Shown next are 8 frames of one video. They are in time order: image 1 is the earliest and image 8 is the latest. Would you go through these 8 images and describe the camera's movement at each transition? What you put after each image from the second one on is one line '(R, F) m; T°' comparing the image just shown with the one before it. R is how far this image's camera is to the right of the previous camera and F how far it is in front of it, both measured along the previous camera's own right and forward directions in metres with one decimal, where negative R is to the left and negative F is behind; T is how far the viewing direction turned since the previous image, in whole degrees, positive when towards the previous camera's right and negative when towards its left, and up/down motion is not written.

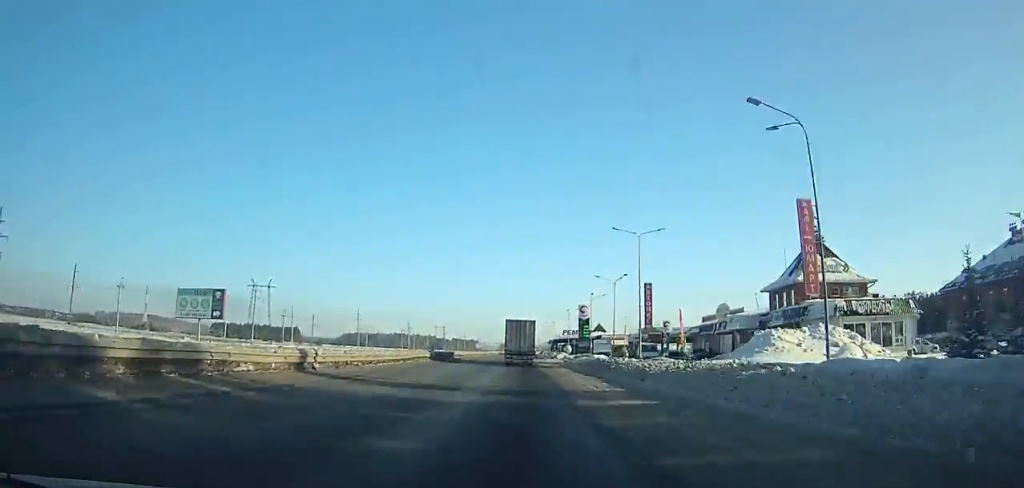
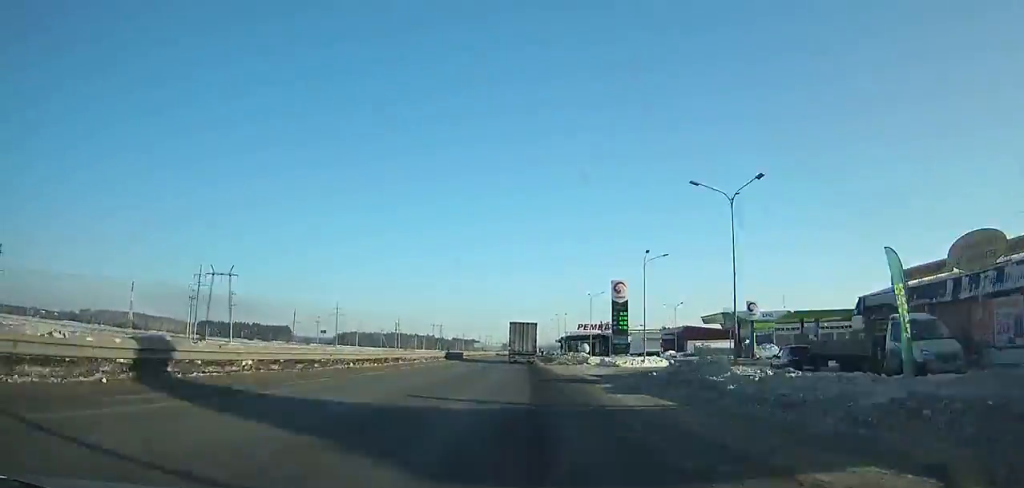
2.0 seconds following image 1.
(0.0, +39.7) m; 0°
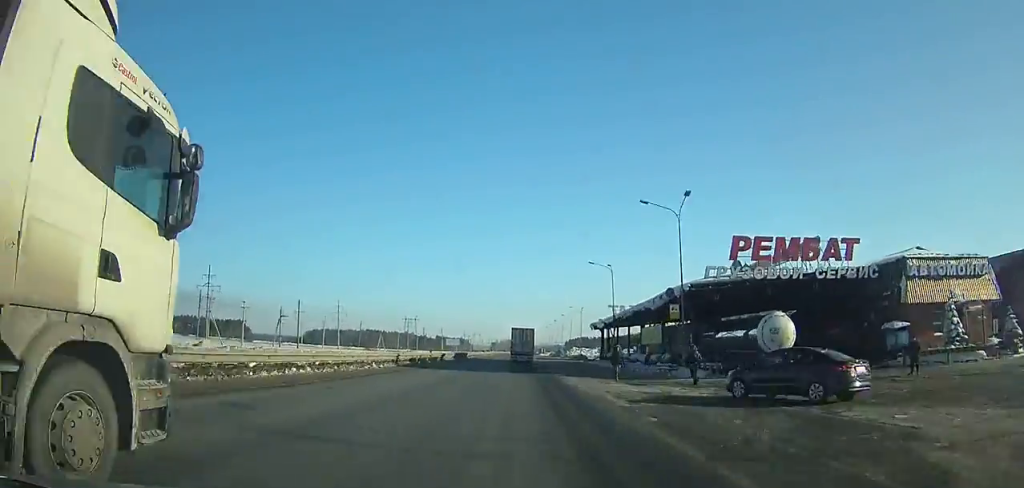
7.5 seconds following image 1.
(+0.6, +109.7) m; 0°
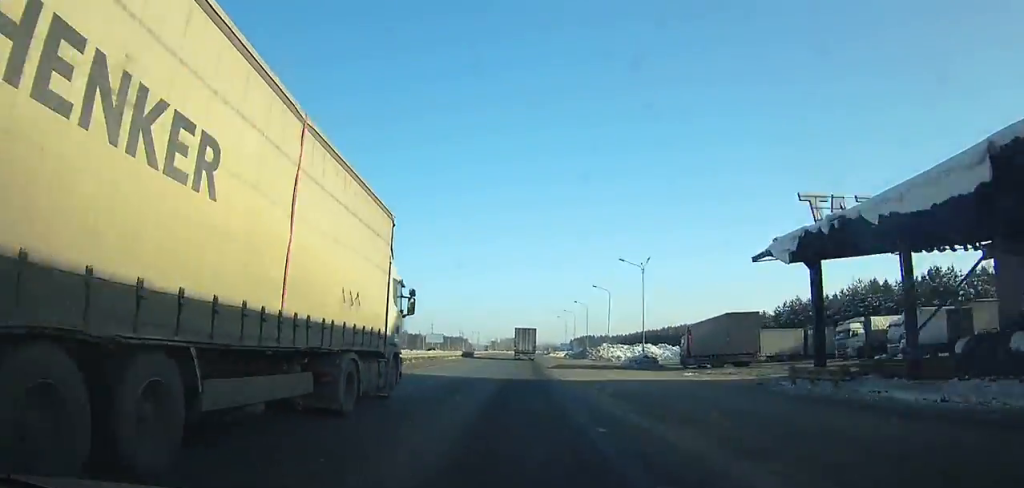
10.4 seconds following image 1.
(0.0, +59.1) m; 0°
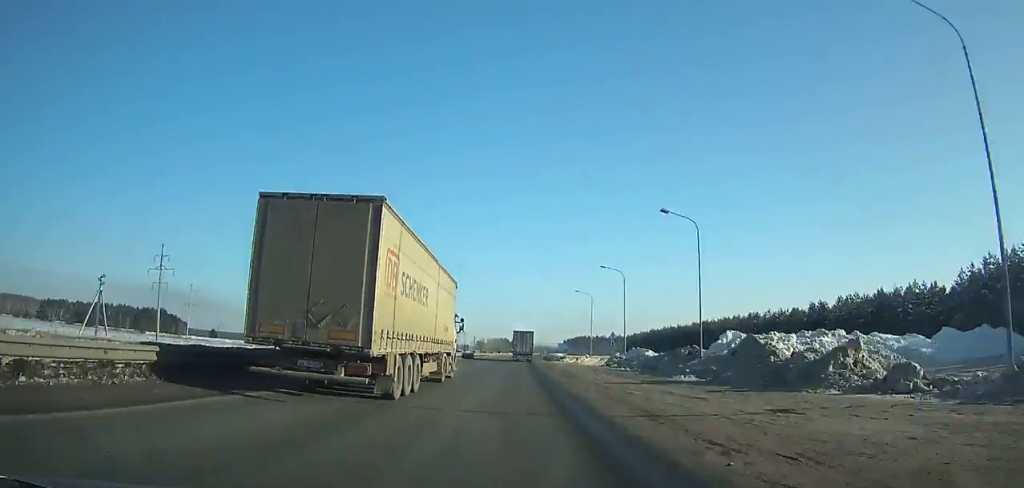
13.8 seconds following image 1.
(+0.3, +70.7) m; +1°
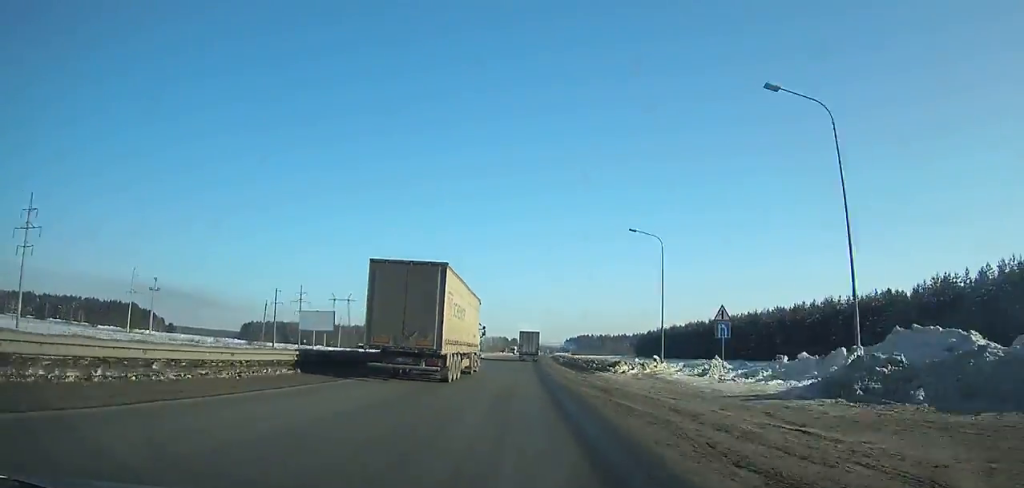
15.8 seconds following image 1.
(0.0, +42.2) m; +1°
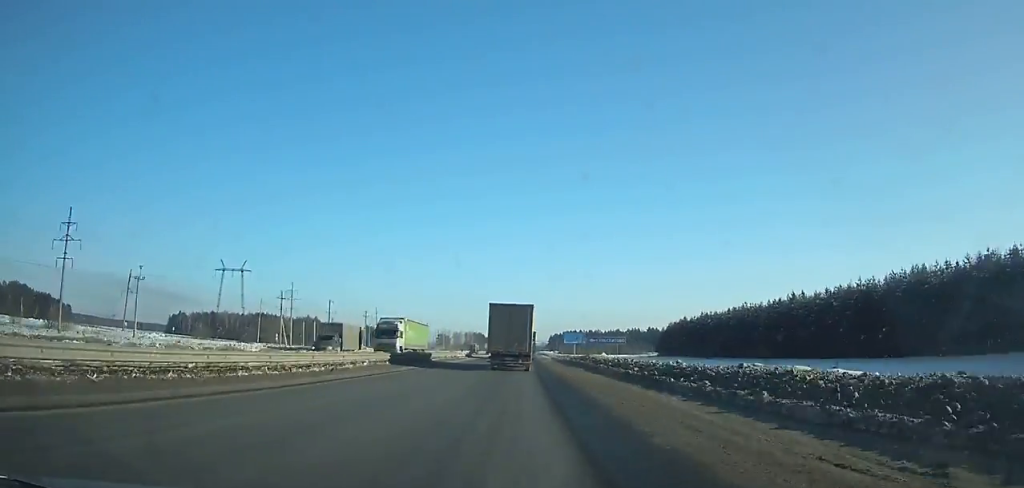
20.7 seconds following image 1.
(+1.5, +105.0) m; +1°
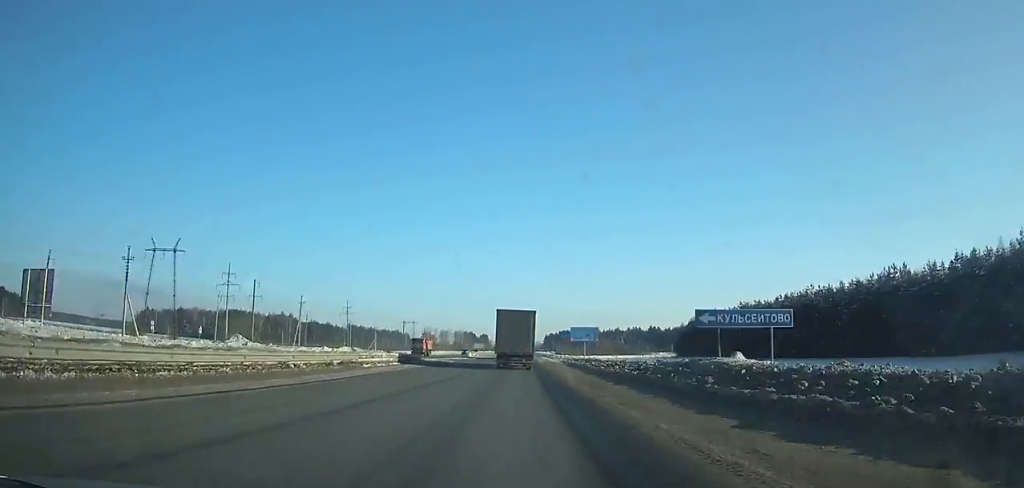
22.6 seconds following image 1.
(+0.1, +41.2) m; 0°
